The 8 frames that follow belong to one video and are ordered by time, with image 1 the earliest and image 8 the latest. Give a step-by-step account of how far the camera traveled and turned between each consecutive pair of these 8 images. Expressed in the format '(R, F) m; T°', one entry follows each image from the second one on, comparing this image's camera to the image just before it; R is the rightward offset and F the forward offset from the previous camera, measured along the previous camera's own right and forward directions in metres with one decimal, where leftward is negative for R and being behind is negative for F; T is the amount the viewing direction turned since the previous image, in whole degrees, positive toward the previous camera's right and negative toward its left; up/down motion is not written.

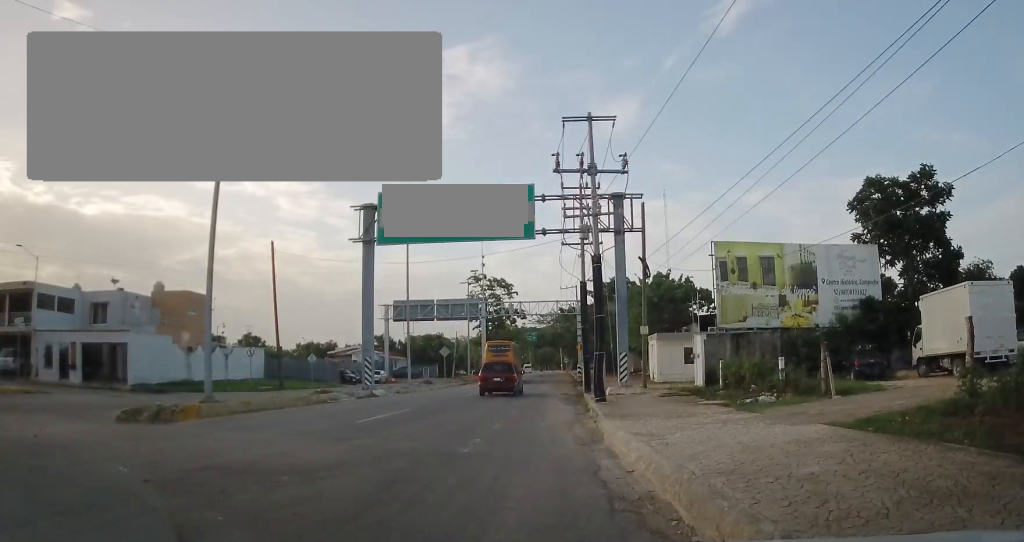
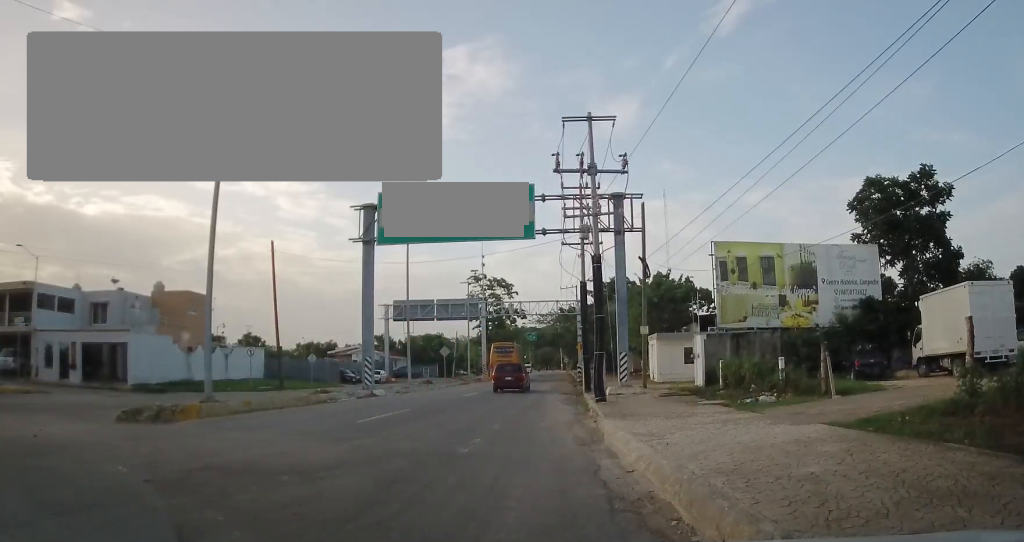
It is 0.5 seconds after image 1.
(0.0, 0.0) m; 0°
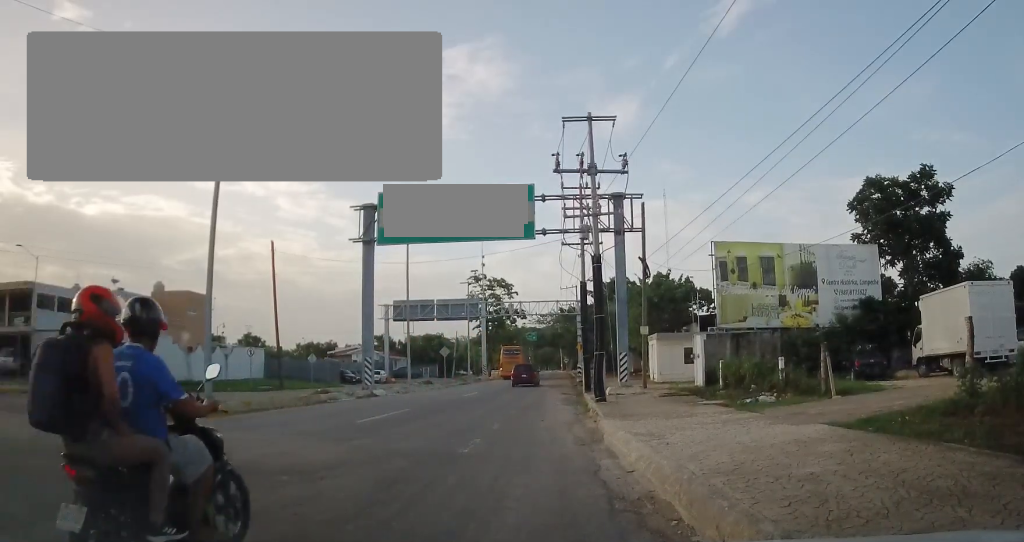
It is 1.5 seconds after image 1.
(0.0, 0.0) m; 0°
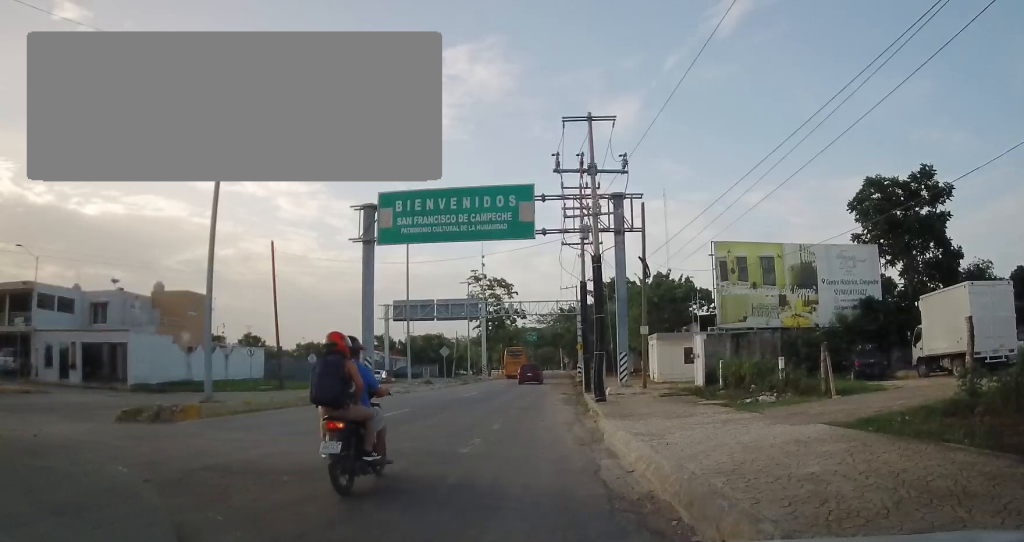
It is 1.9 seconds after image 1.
(0.0, 0.0) m; 0°
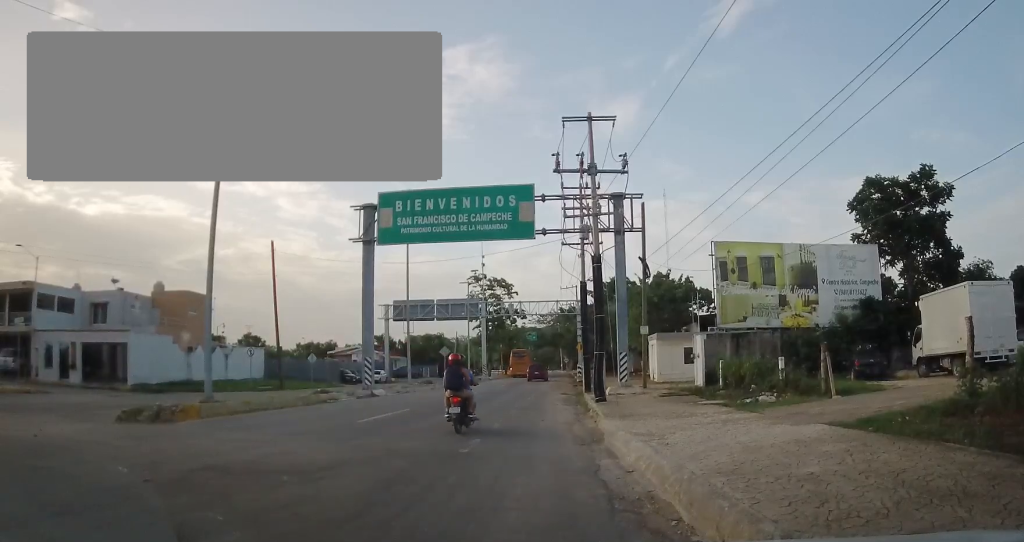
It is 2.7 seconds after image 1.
(0.0, 0.0) m; 0°
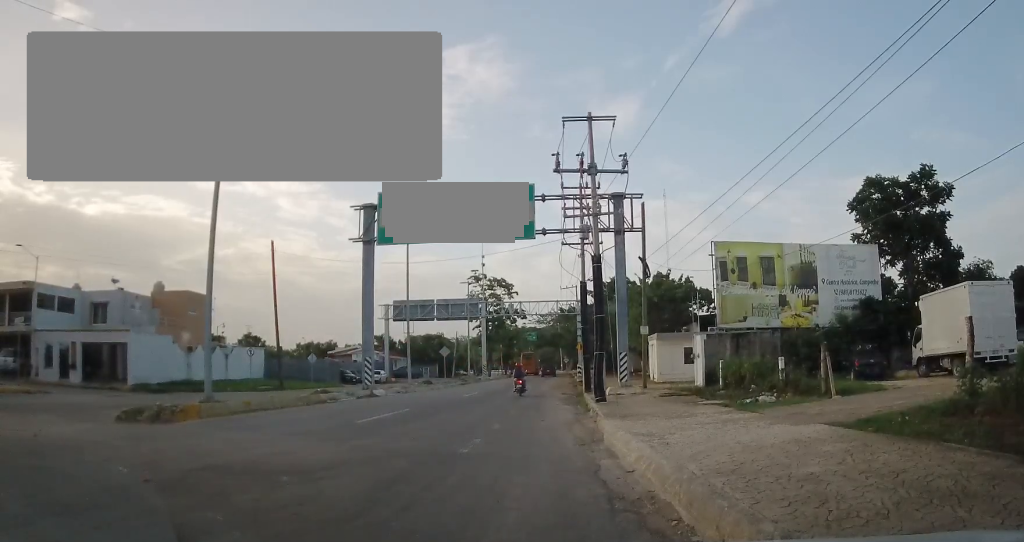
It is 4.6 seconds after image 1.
(0.0, +0.2) m; 0°
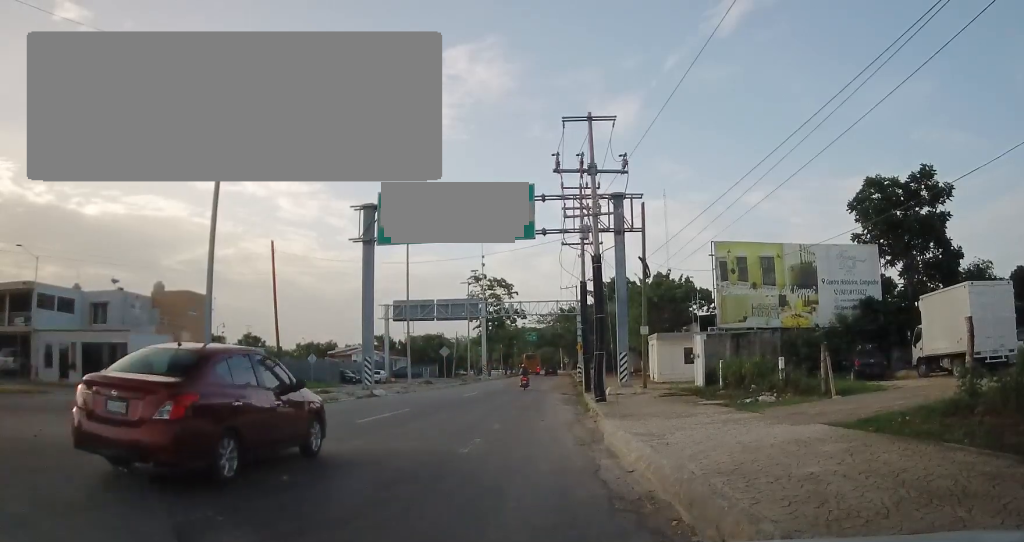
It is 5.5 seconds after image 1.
(0.0, 0.0) m; 0°
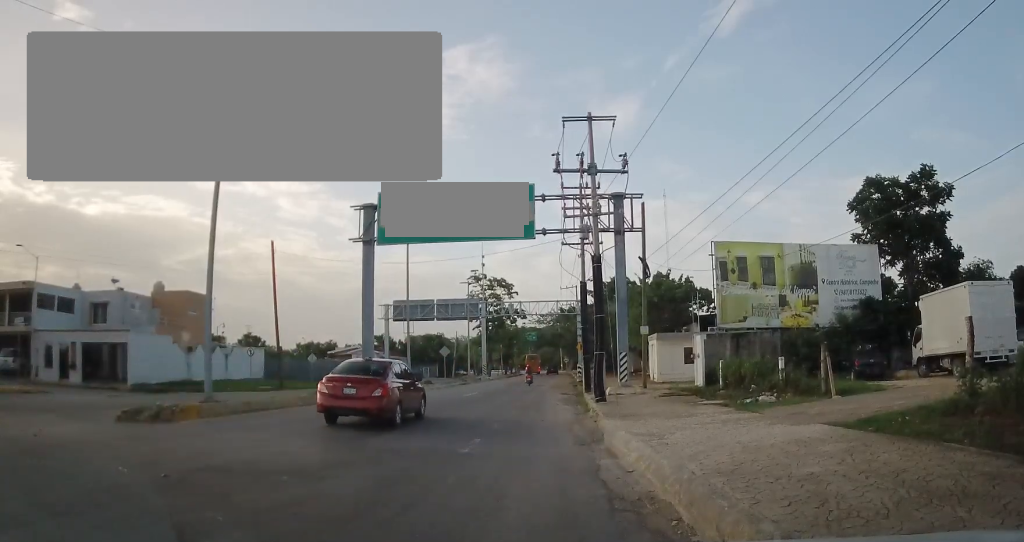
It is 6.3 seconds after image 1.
(0.0, 0.0) m; 0°
